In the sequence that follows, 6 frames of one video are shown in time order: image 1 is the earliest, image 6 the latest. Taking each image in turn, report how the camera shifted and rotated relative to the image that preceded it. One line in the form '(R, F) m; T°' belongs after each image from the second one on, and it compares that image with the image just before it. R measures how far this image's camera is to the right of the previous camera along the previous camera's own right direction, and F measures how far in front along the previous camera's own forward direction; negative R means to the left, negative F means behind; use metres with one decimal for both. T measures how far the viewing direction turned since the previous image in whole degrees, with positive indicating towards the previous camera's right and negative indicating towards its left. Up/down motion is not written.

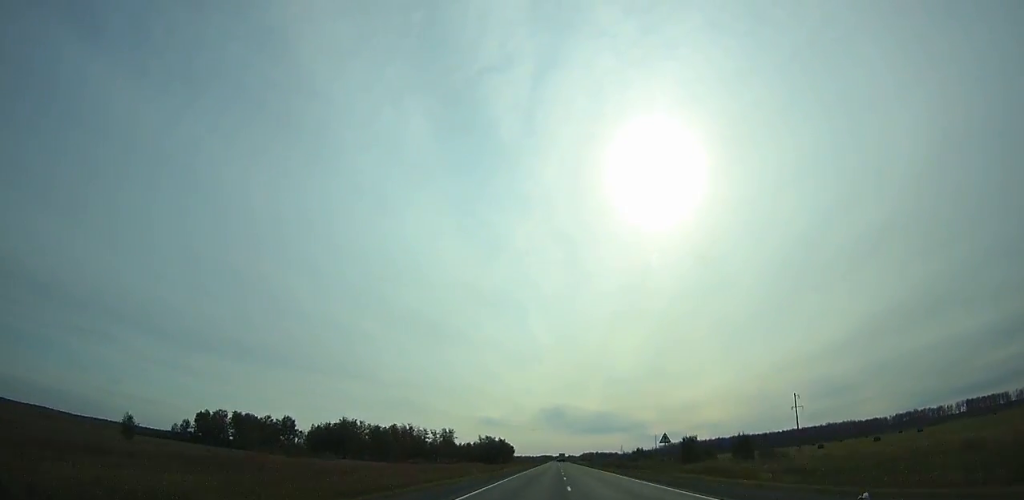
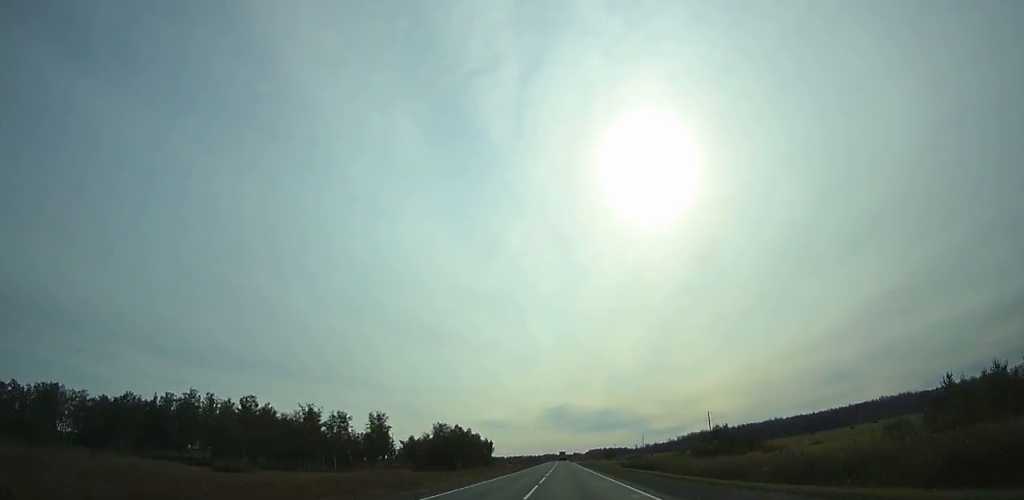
(+0.1, +109.2) m; 0°
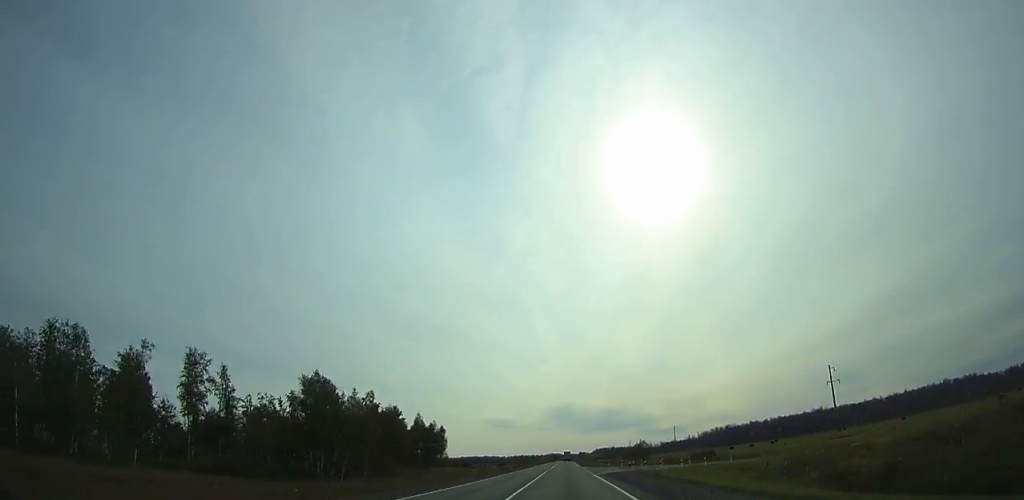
(-0.3, +93.6) m; 0°
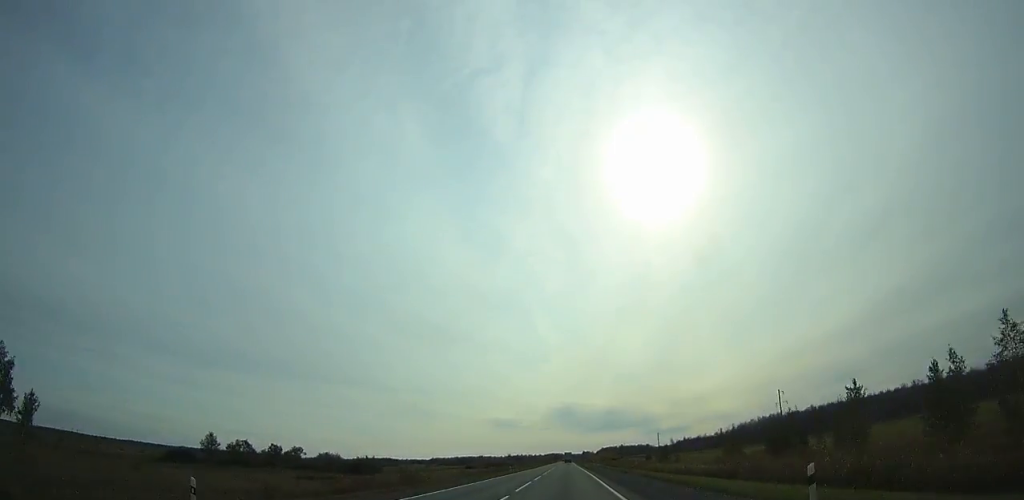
(0.0, +136.9) m; 0°
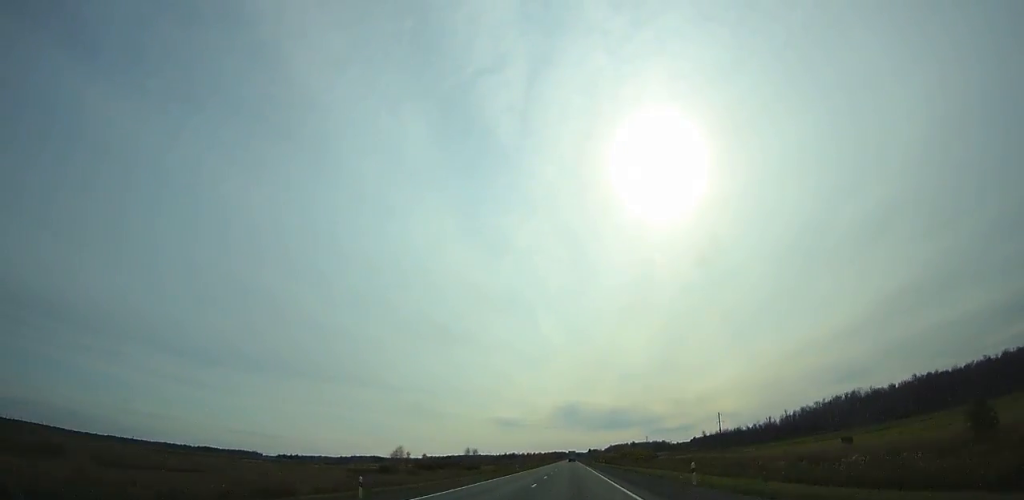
(-0.7, +124.6) m; -1°
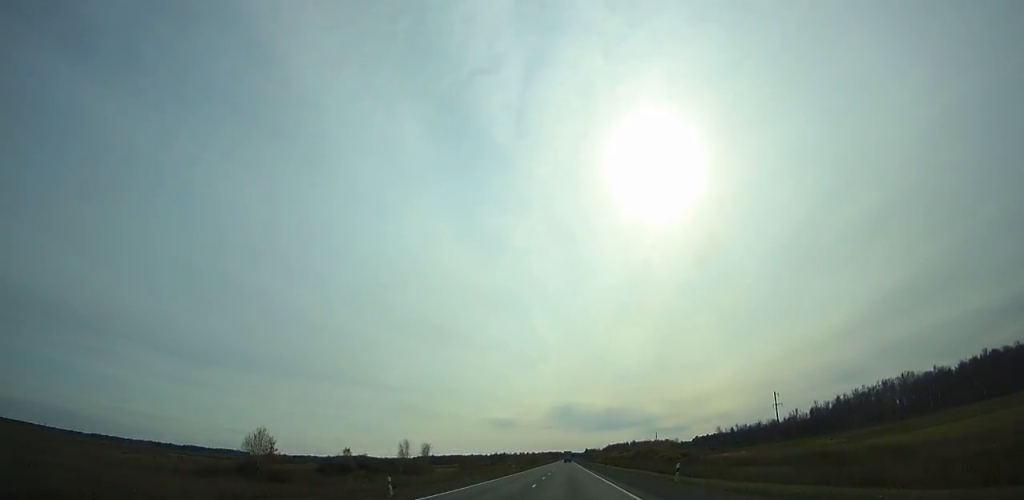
(-0.1, +59.6) m; 0°
